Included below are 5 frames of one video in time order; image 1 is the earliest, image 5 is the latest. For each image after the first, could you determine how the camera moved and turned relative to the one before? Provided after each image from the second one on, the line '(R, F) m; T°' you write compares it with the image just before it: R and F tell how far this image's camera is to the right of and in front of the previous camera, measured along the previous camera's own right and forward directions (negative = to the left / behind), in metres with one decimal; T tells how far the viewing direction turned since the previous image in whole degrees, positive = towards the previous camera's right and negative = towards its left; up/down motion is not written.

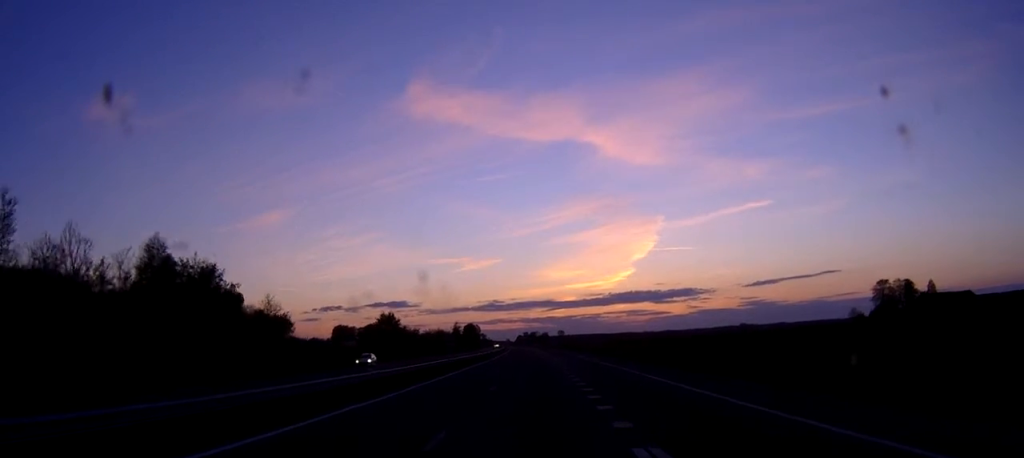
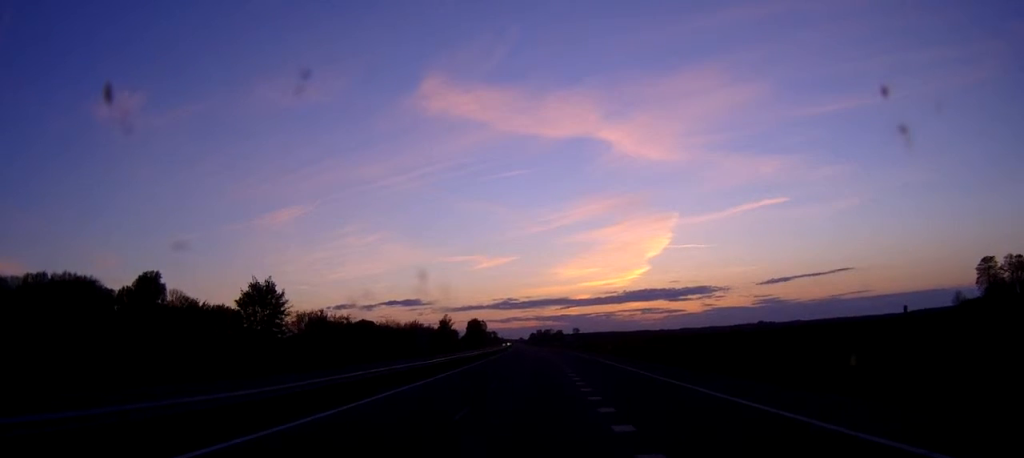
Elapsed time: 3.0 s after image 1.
(-0.5, +78.7) m; -1°
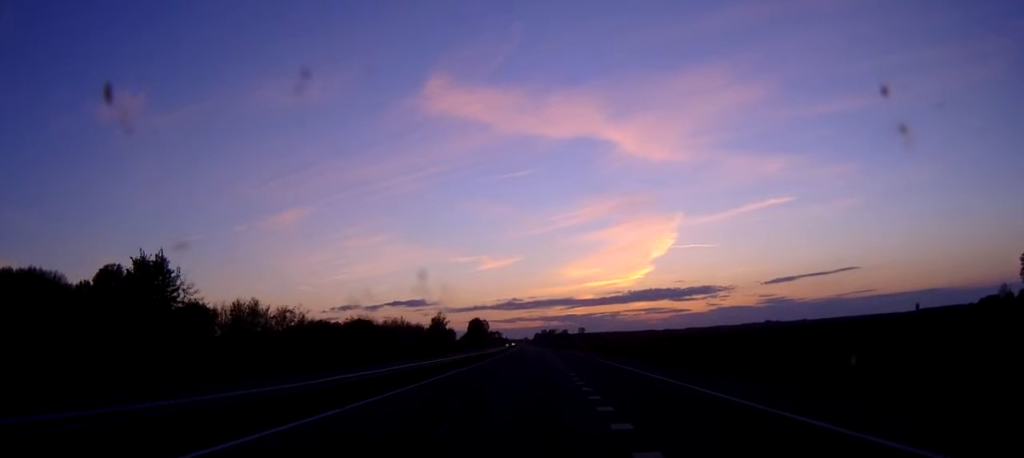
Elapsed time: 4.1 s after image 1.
(-0.1, +27.0) m; 0°
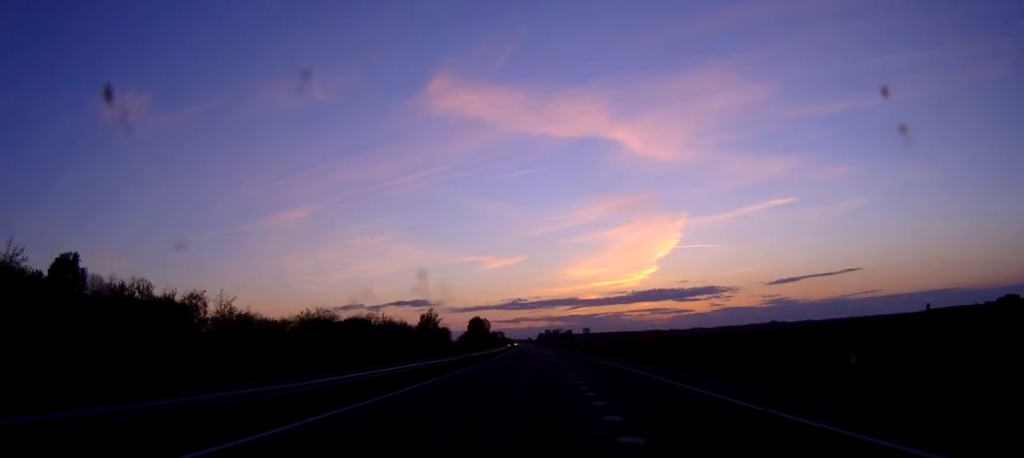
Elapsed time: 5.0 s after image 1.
(-0.1, +25.2) m; 0°
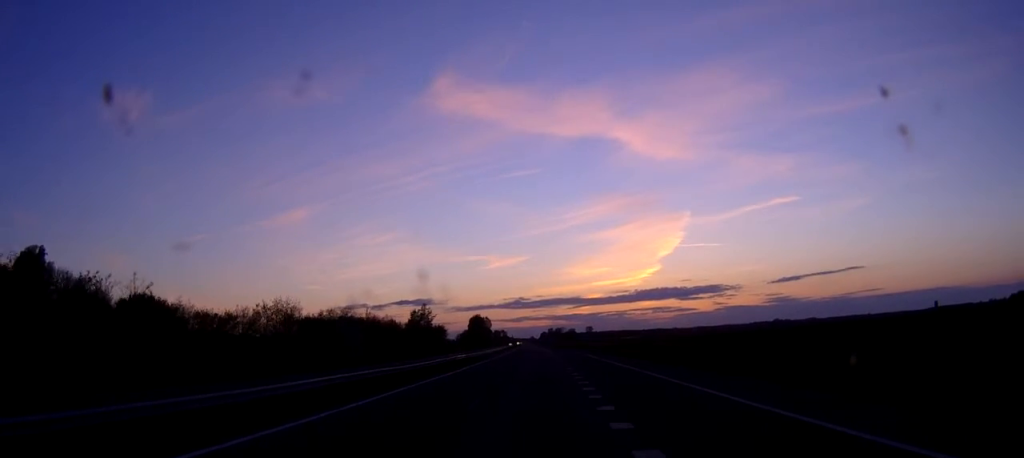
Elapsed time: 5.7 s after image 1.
(0.0, +17.3) m; 0°
